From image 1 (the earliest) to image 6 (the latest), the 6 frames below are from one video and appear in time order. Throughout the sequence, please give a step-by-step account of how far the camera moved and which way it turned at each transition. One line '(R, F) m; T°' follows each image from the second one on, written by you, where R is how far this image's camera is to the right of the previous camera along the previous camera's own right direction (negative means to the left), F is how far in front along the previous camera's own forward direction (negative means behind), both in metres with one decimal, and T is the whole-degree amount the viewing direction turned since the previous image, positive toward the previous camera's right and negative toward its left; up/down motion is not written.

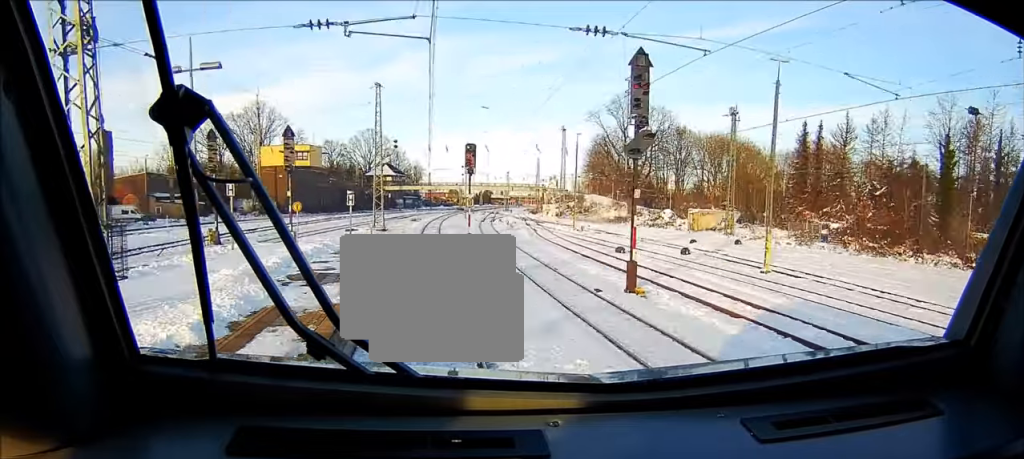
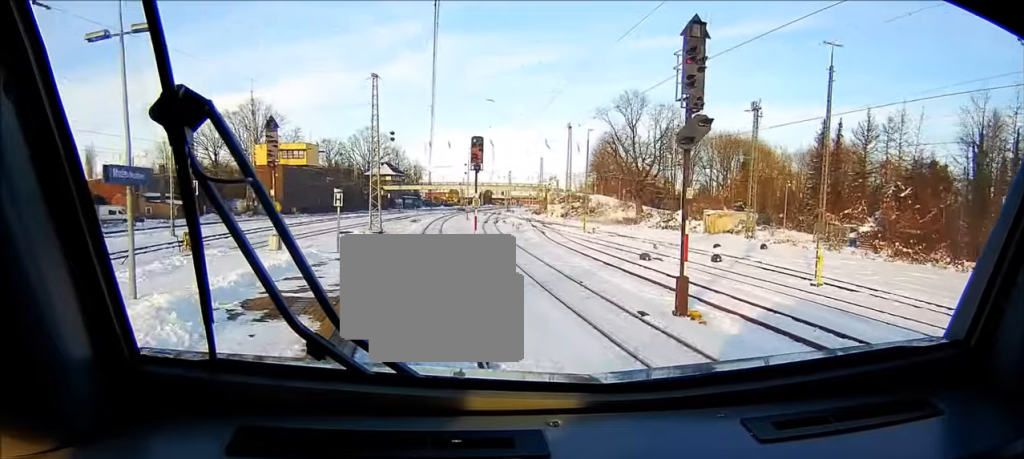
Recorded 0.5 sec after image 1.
(0.0, +5.1) m; 0°
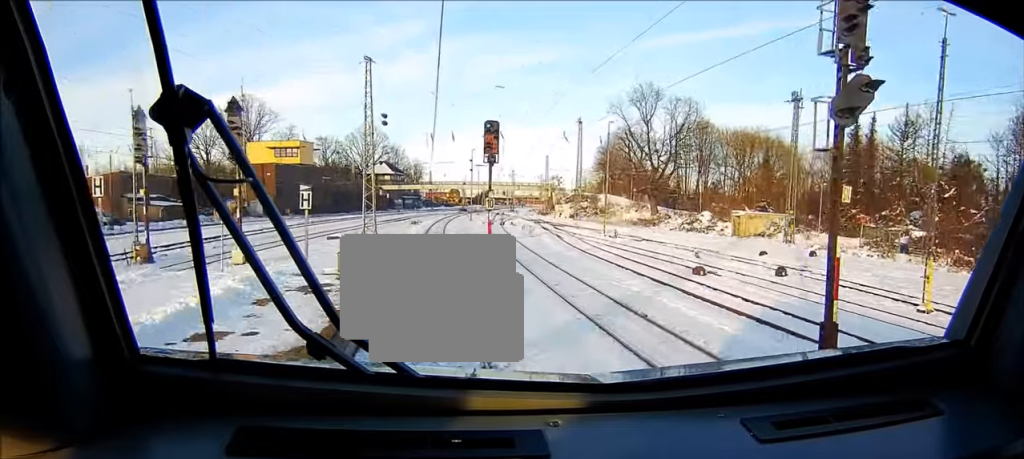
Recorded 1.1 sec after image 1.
(0.0, +7.4) m; 0°
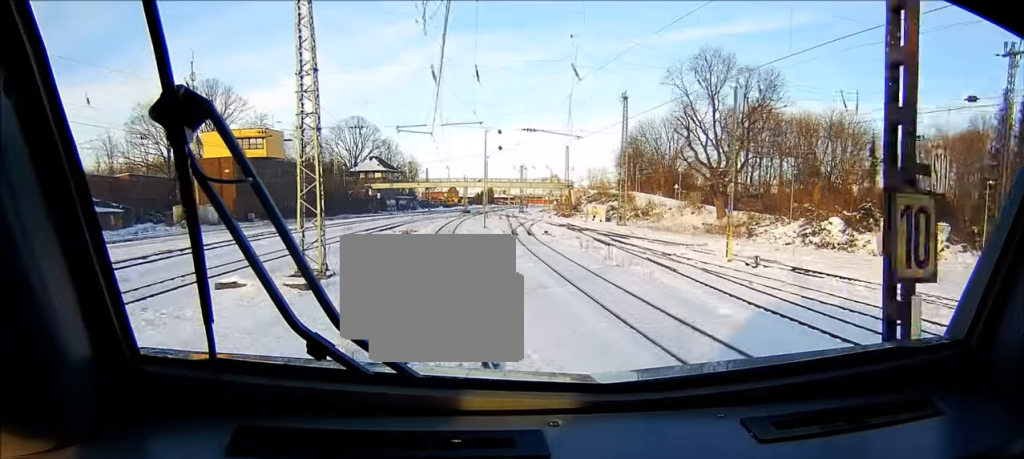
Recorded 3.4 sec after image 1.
(0.0, +27.1) m; 0°
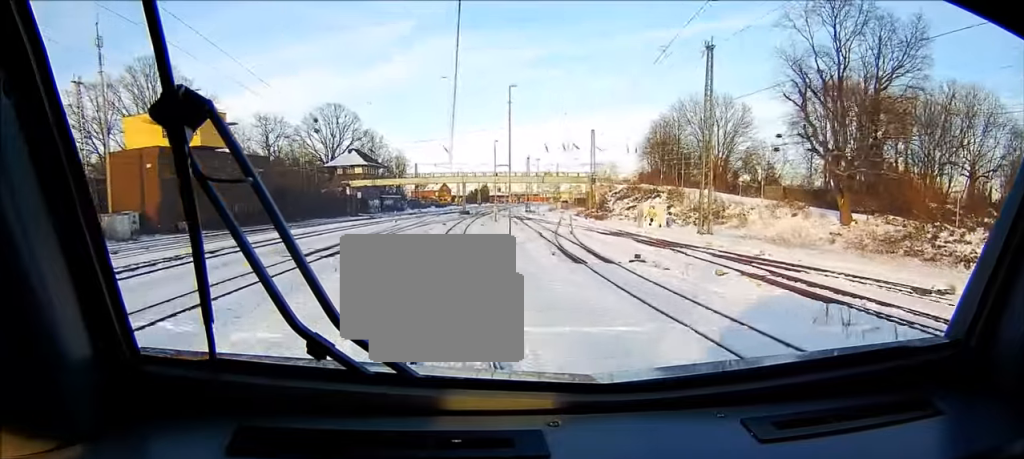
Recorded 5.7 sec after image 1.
(+0.5, +28.6) m; +2°
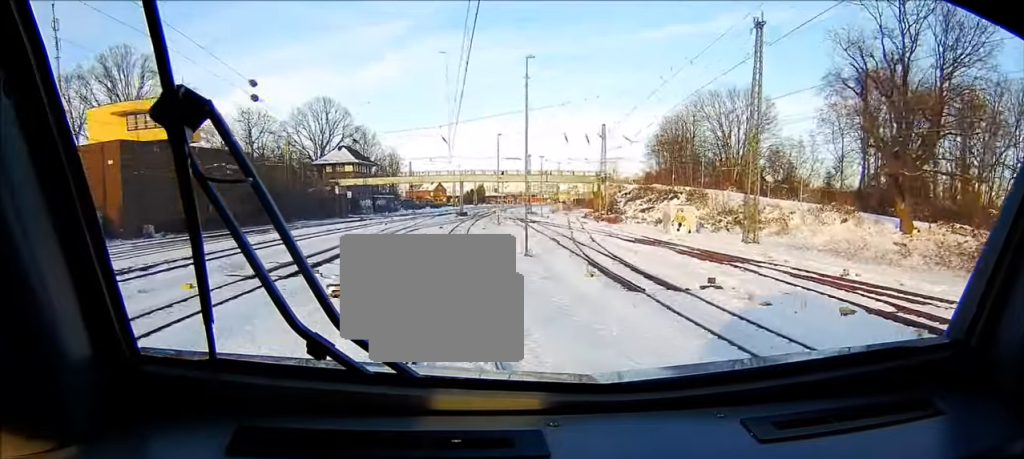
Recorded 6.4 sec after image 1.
(+0.1, +9.3) m; 0°
